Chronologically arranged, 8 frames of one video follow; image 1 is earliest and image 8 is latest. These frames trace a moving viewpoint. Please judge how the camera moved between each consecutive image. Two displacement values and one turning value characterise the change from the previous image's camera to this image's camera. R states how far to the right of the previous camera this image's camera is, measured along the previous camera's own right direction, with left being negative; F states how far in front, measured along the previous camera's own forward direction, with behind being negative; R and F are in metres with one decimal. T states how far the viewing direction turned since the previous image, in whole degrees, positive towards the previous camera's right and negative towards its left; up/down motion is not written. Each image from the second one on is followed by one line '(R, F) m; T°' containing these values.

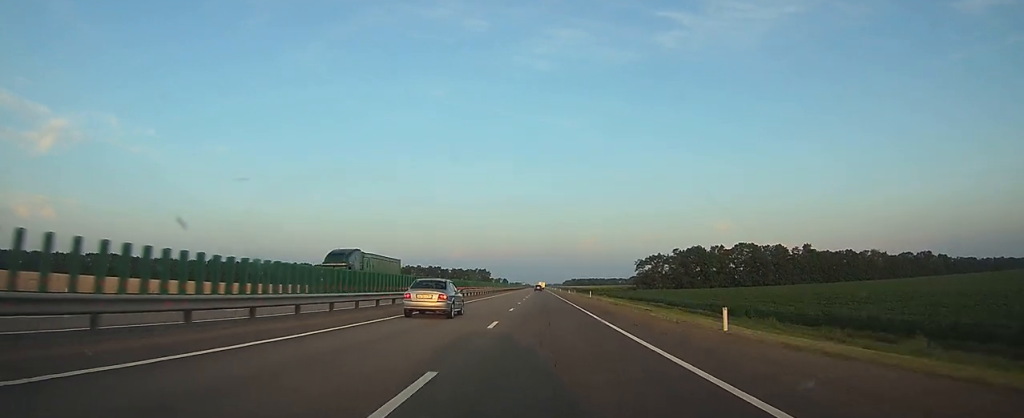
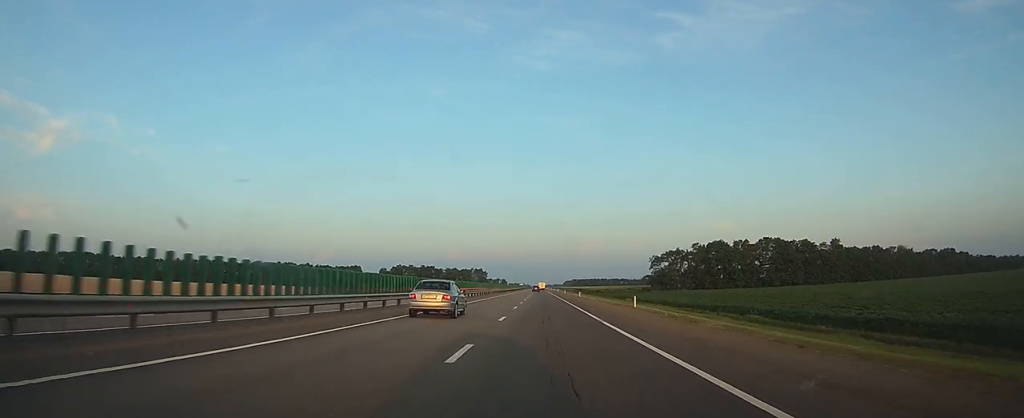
(0.0, +31.7) m; 0°
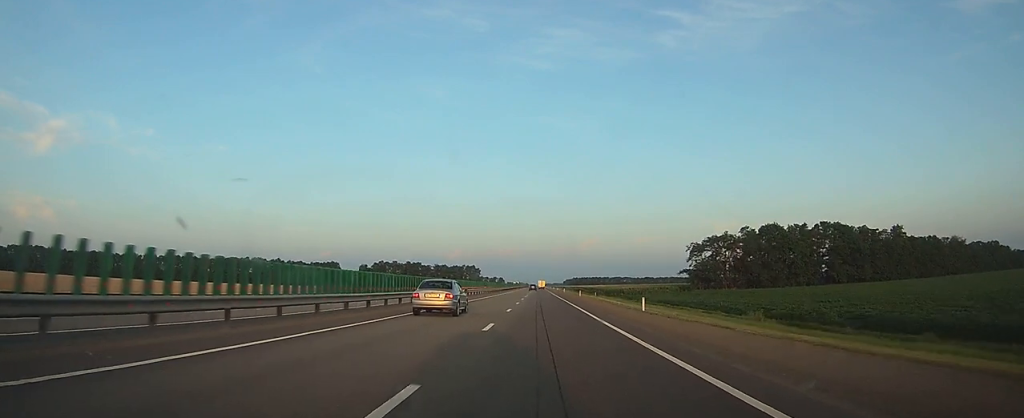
(+0.1, +53.1) m; 0°
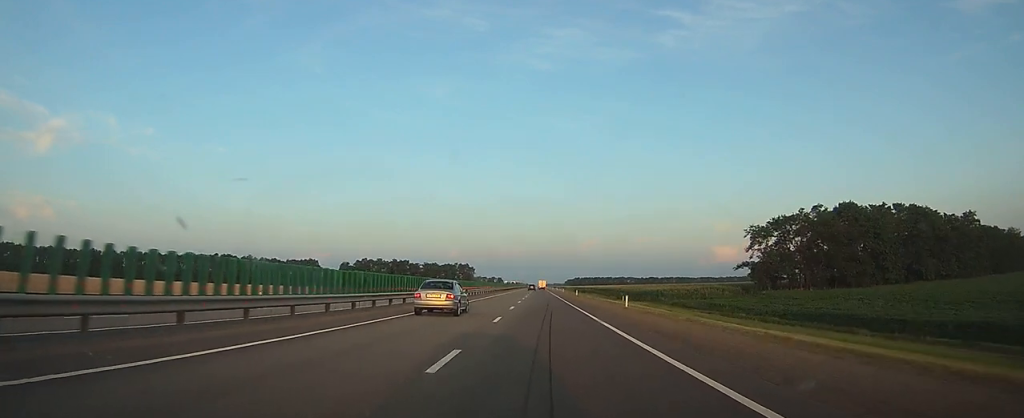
(0.0, +43.8) m; 0°
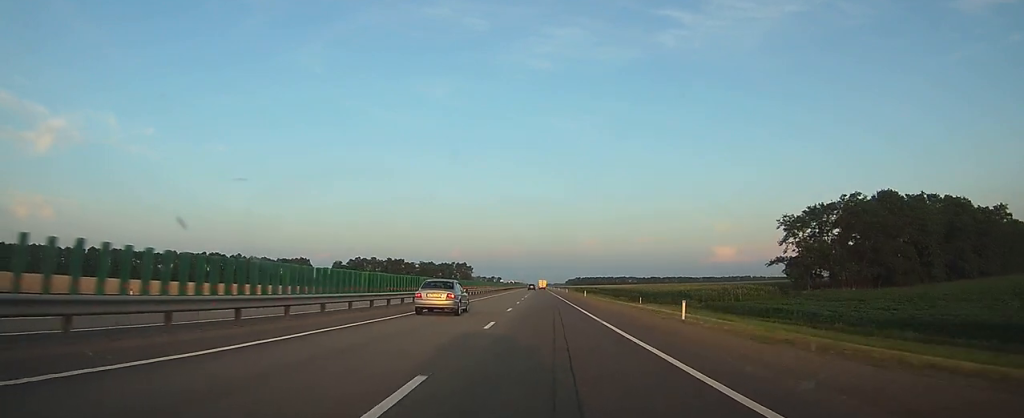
(0.0, +15.4) m; 0°
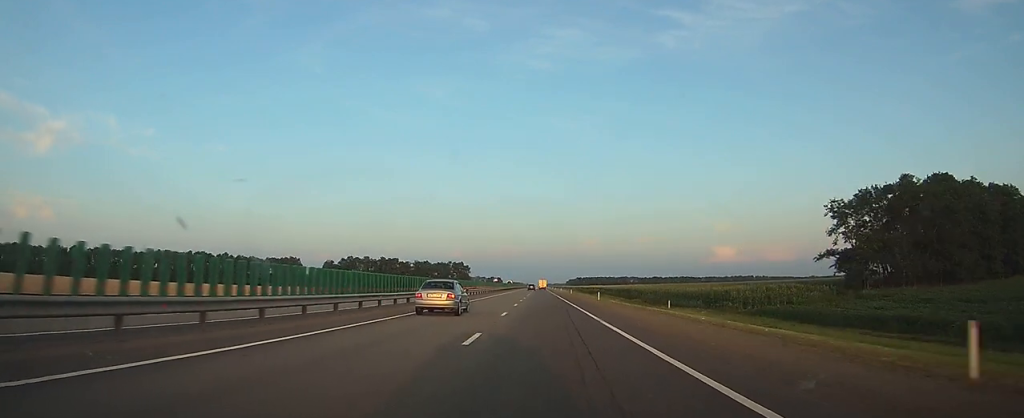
(0.0, +16.6) m; 0°
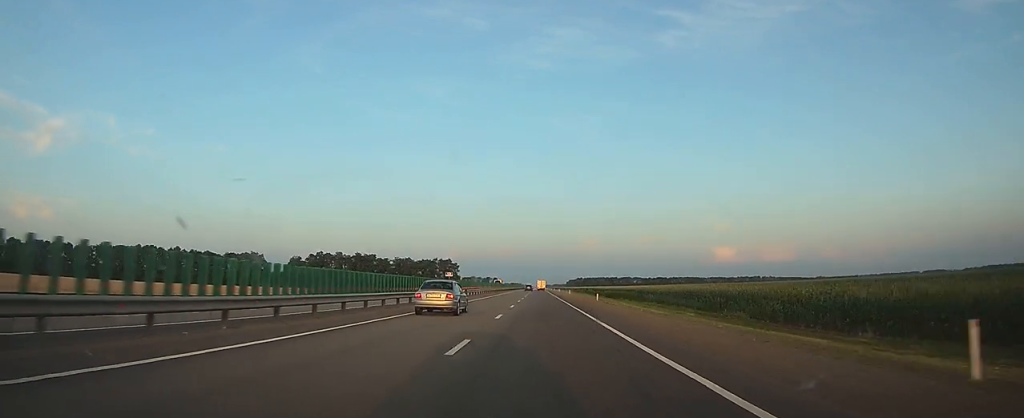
(0.0, +49.8) m; 0°
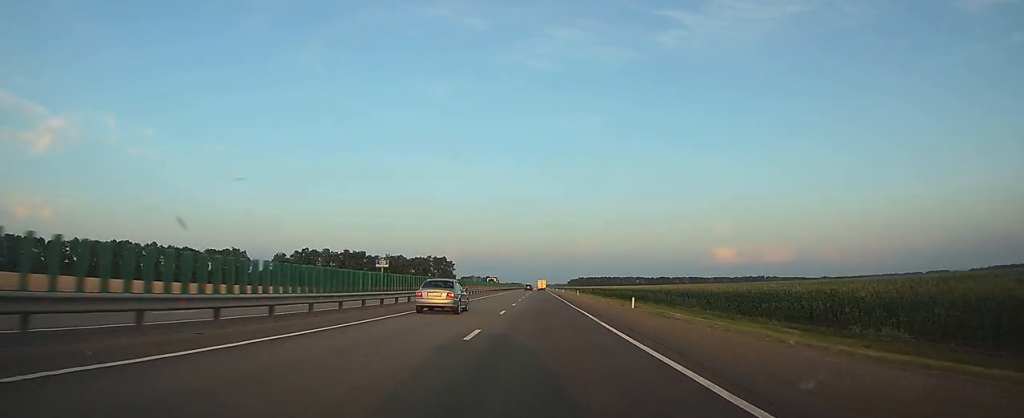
(0.0, +21.3) m; 0°
